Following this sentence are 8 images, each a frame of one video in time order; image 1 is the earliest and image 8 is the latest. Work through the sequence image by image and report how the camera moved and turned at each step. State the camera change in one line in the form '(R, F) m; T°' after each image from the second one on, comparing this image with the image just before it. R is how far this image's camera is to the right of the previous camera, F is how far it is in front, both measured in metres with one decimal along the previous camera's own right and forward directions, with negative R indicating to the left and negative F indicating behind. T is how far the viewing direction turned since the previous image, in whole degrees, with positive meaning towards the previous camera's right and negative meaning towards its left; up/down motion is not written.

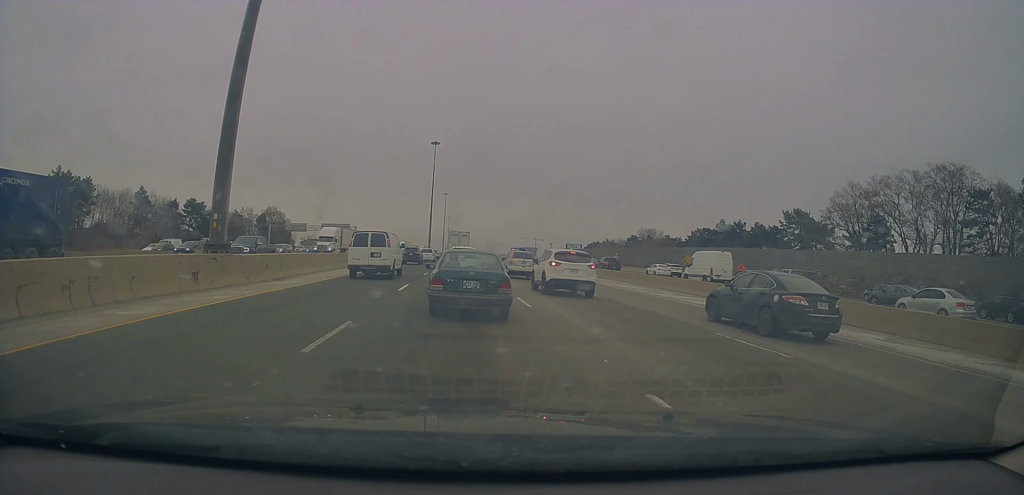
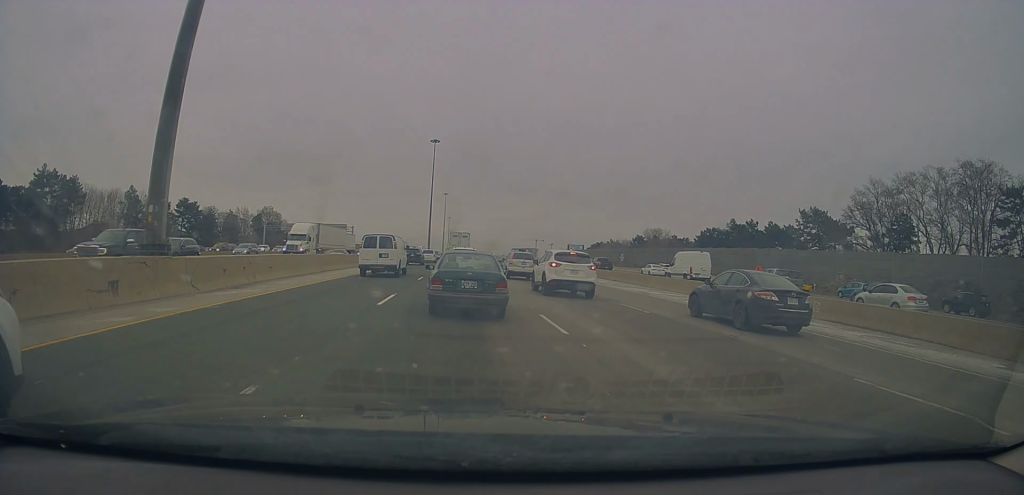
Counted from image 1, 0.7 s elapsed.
(+0.1, +5.4) m; +2°
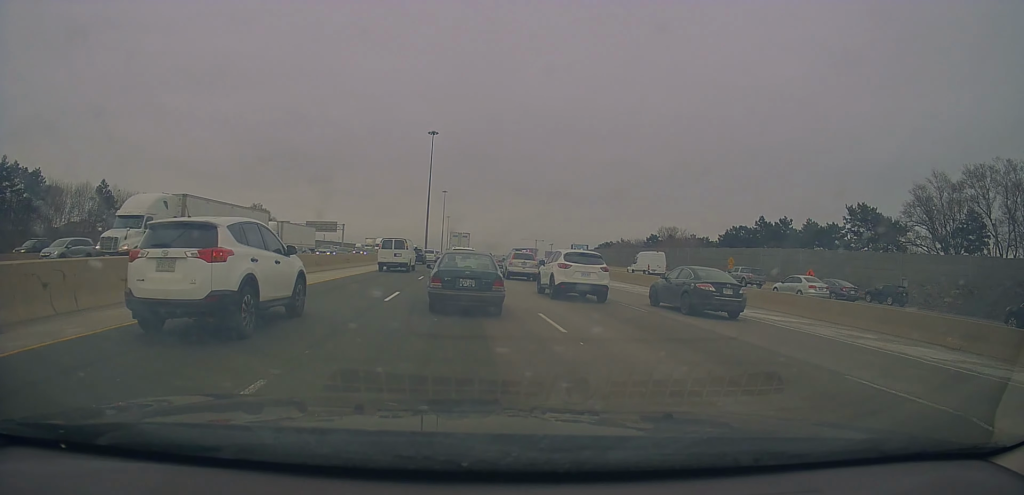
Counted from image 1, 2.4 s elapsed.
(+0.2, +12.8) m; -2°
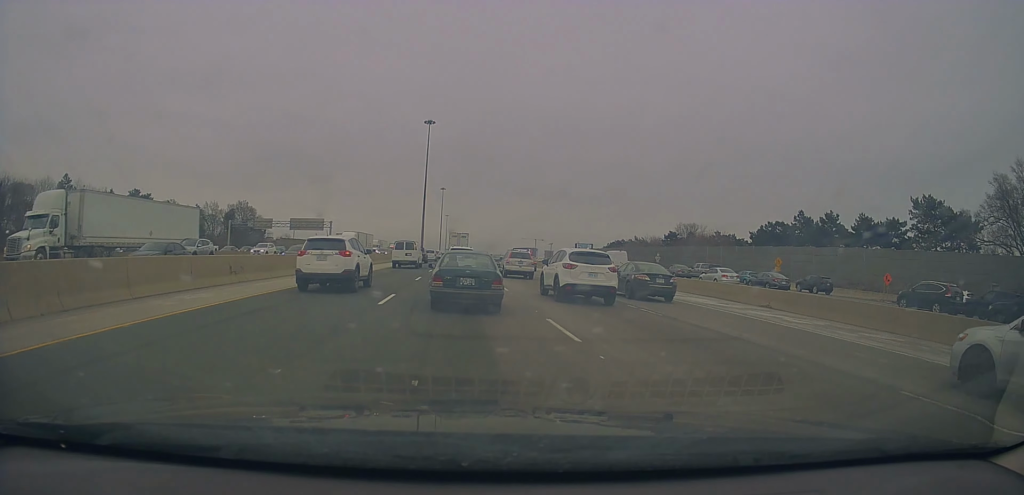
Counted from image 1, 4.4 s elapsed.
(-0.3, +13.3) m; 0°
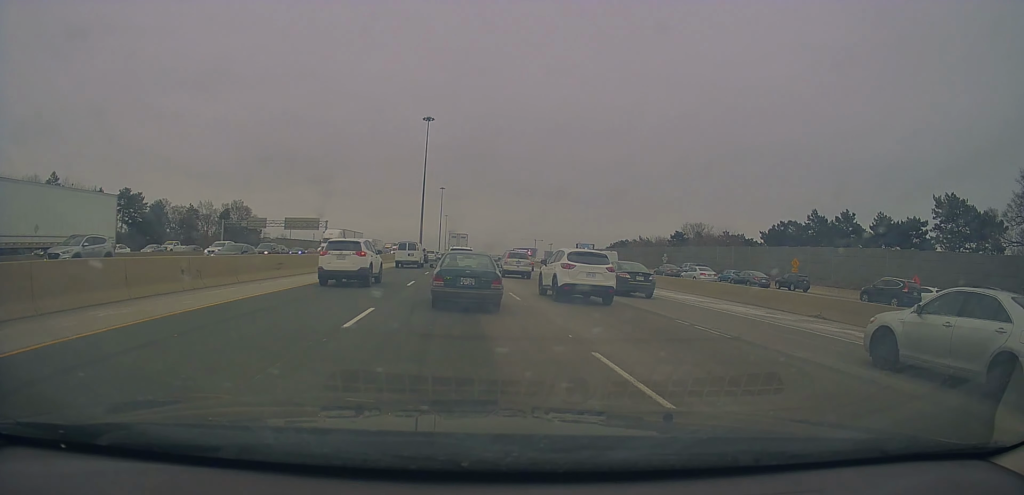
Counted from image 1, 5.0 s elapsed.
(0.0, +4.3) m; 0°
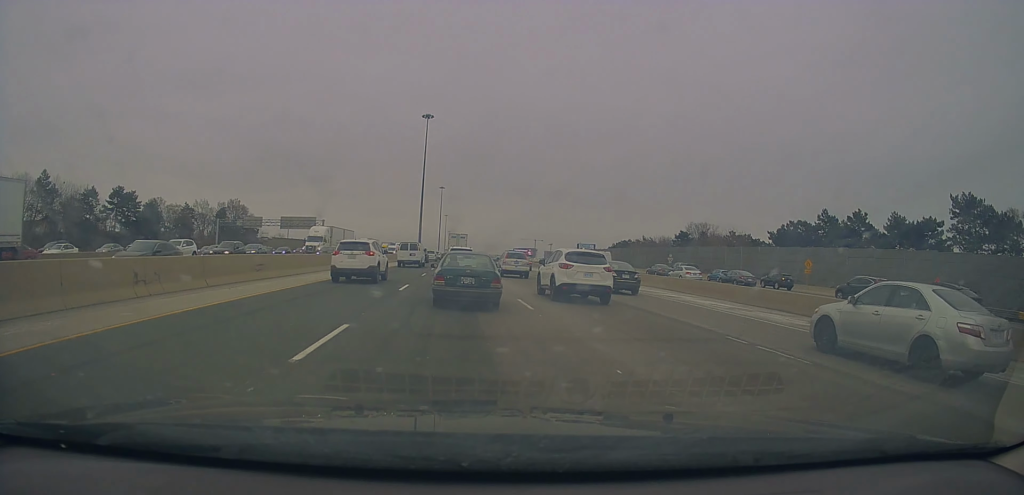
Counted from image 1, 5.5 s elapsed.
(0.0, +3.2) m; 0°
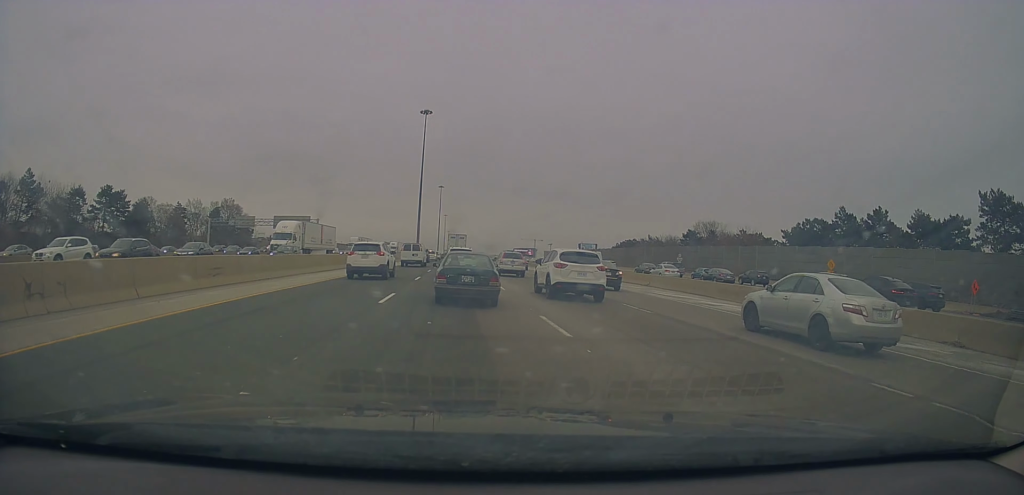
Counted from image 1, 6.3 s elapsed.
(-0.1, +5.0) m; +3°
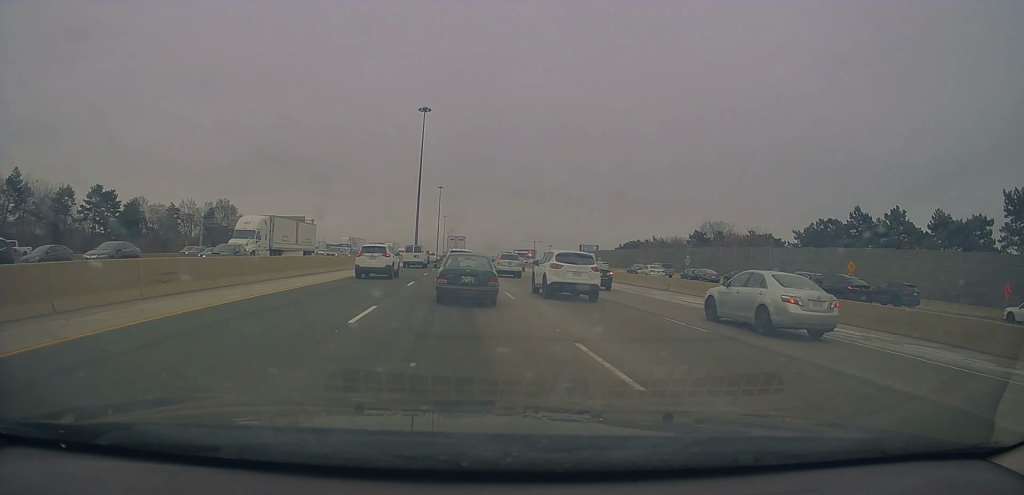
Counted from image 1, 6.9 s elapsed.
(+0.1, +3.7) m; -1°
